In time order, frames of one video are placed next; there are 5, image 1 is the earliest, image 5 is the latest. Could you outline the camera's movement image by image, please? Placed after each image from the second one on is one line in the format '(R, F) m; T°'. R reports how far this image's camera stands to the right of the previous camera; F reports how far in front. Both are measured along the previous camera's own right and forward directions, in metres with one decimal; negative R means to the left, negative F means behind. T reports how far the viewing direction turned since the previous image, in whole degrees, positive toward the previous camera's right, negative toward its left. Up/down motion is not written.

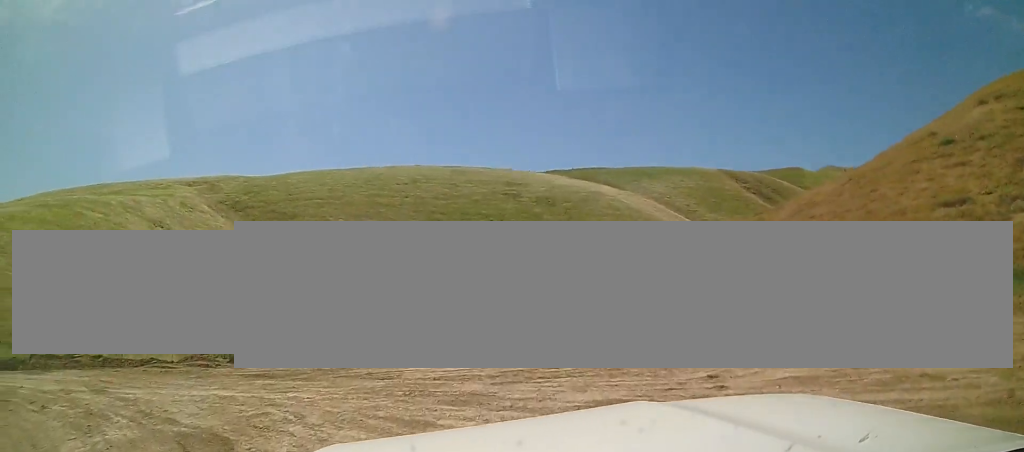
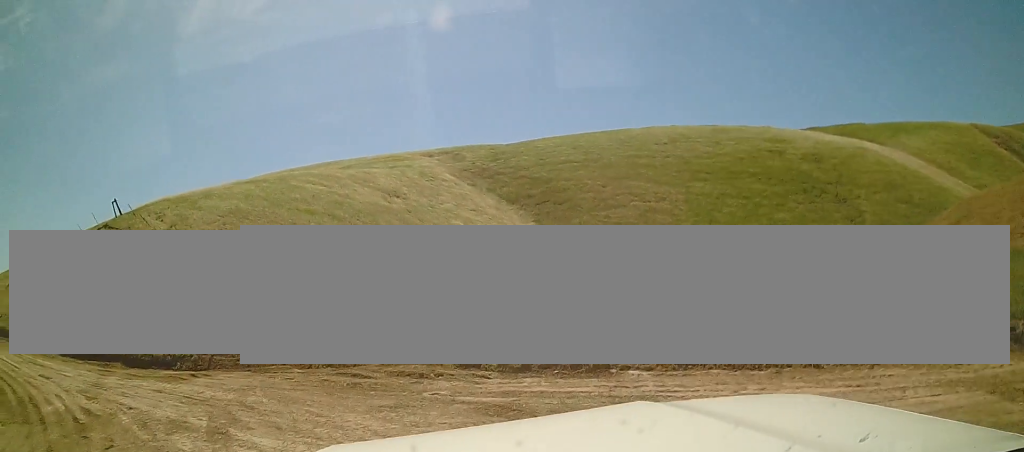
(-1.8, +5.1) m; -23°
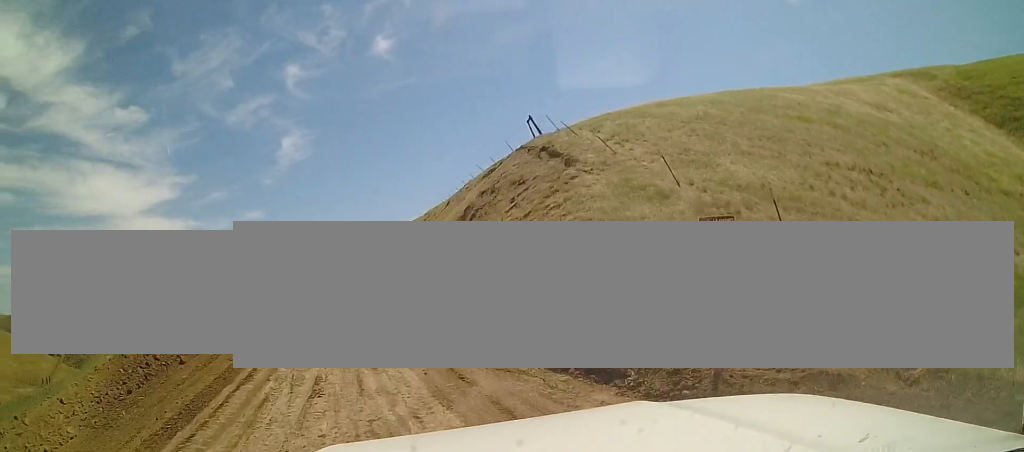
(-2.3, +10.1) m; -36°
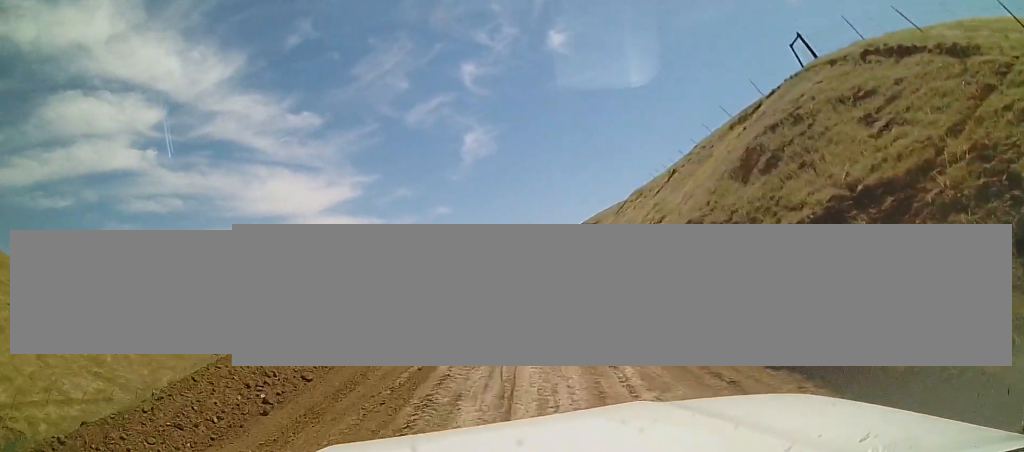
(-1.9, +9.4) m; -14°
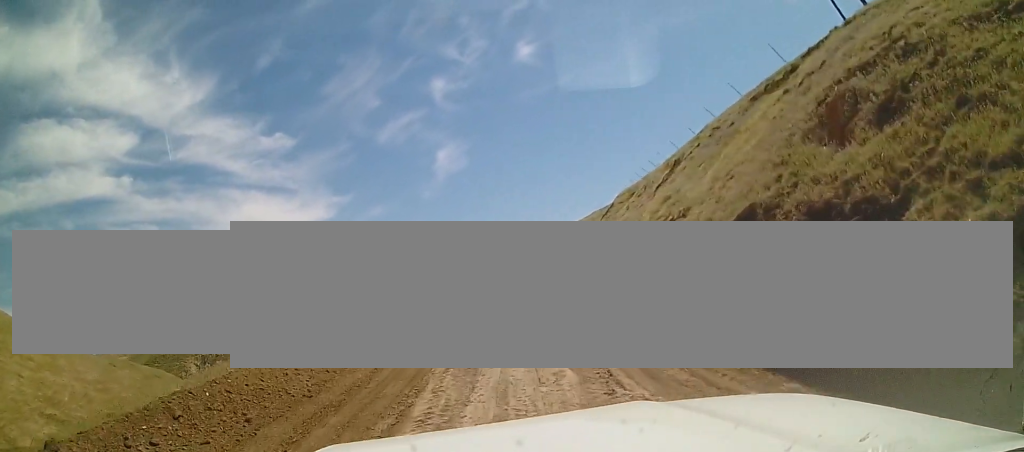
(+0.1, +5.2) m; 0°
